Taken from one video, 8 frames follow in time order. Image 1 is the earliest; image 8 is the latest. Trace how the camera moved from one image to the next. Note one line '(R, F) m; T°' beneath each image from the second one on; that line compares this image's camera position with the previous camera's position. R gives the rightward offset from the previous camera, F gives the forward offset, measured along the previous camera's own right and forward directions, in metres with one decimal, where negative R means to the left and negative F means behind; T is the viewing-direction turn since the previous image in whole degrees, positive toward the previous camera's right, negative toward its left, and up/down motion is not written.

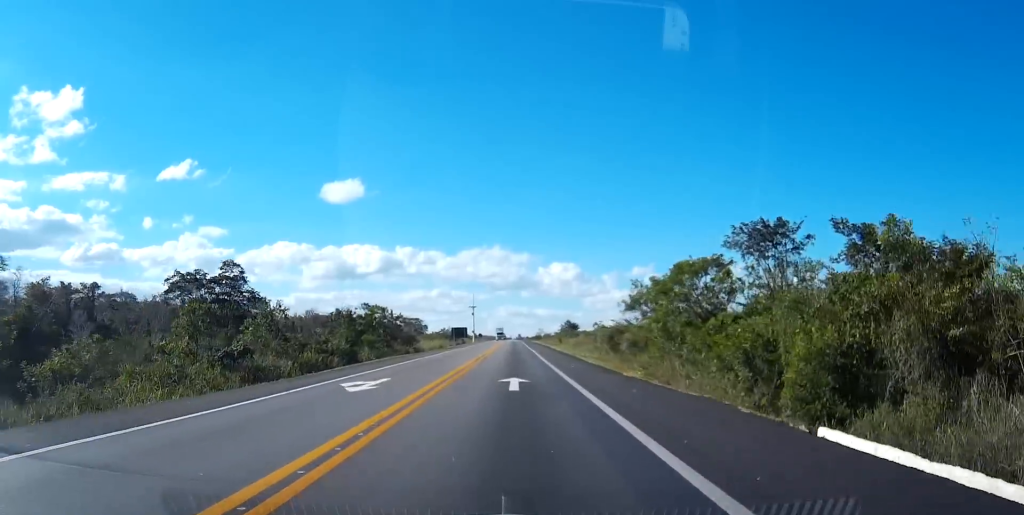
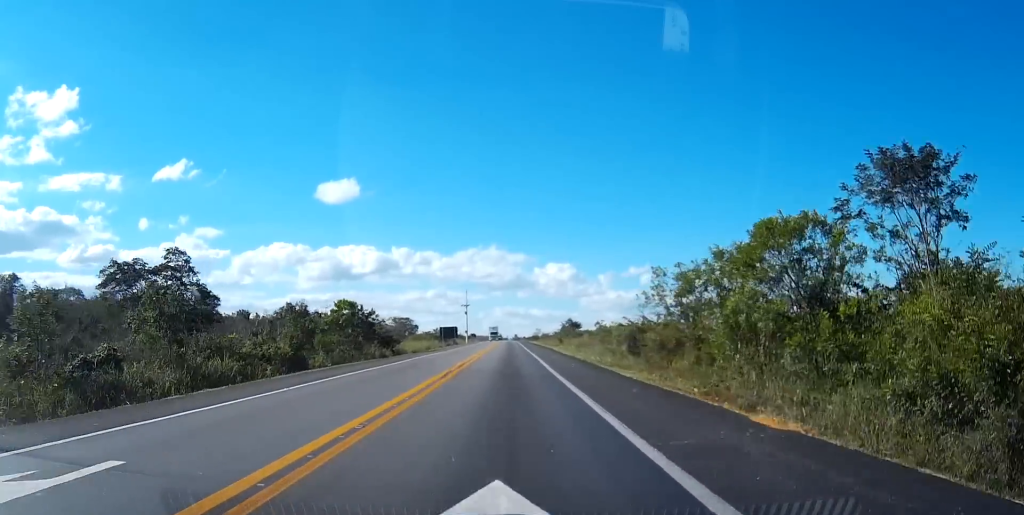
(0.0, +15.3) m; 0°
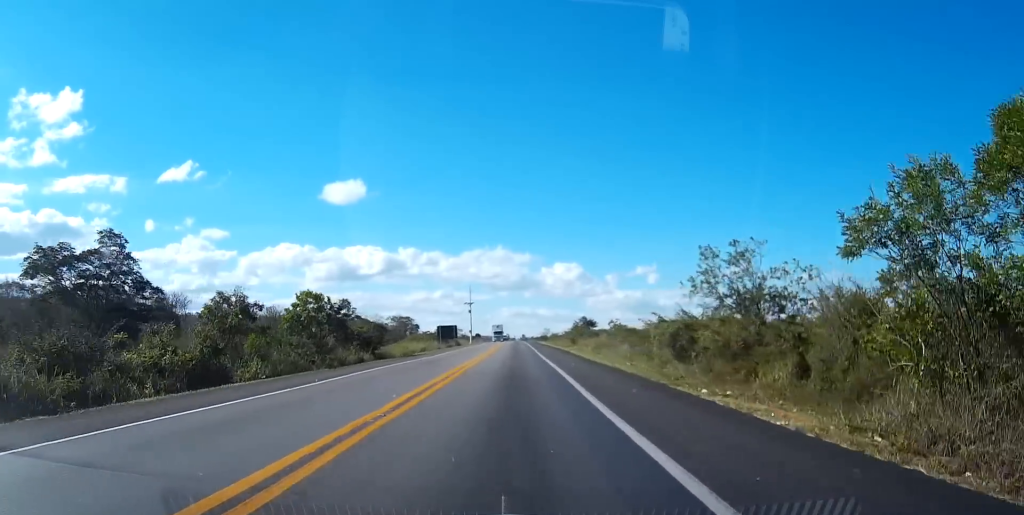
(0.0, +15.6) m; 0°
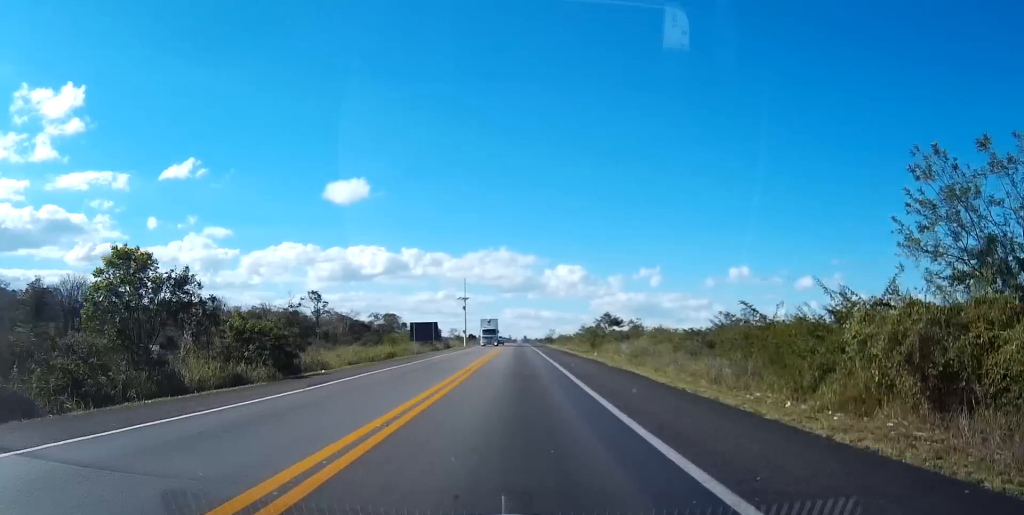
(-0.1, +30.6) m; 0°
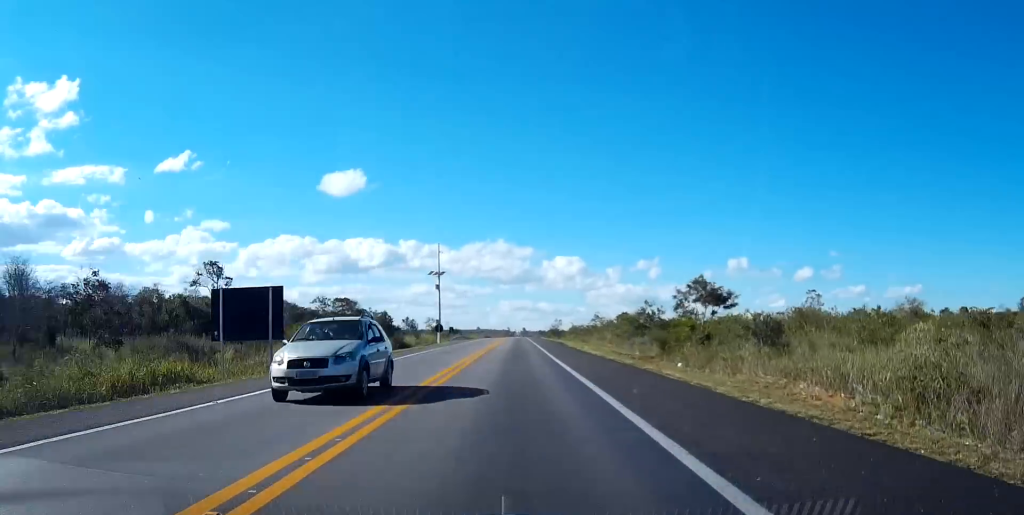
(+0.3, +52.8) m; 0°
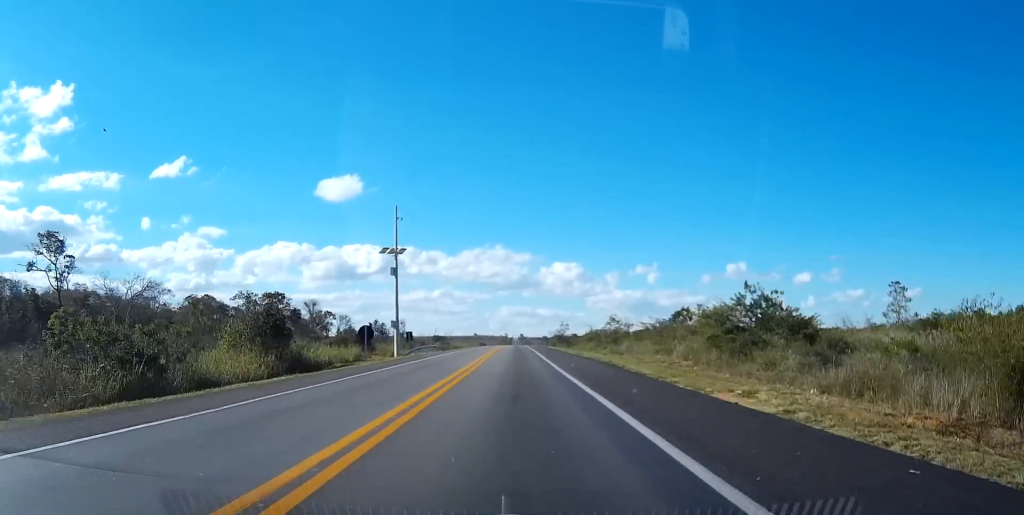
(-0.1, +41.2) m; 0°
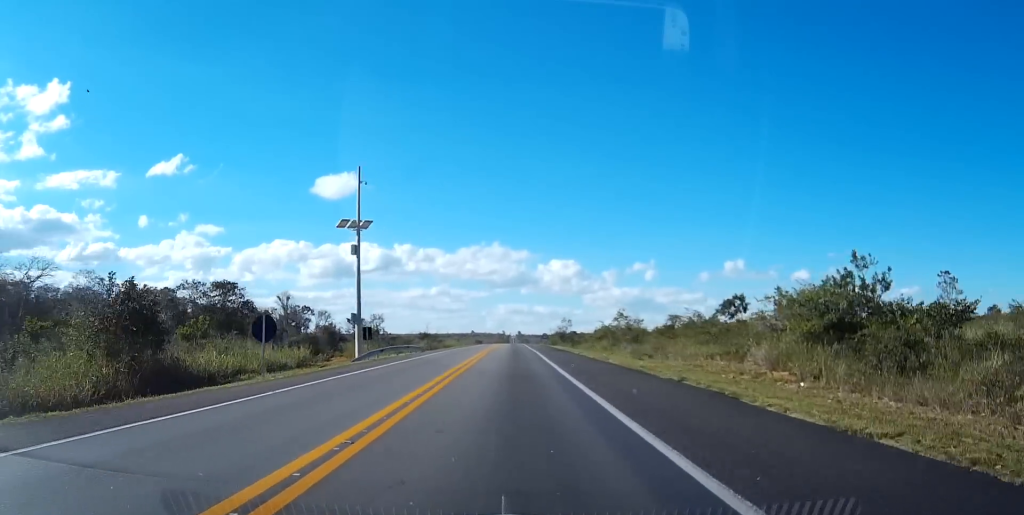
(0.0, +18.0) m; 0°
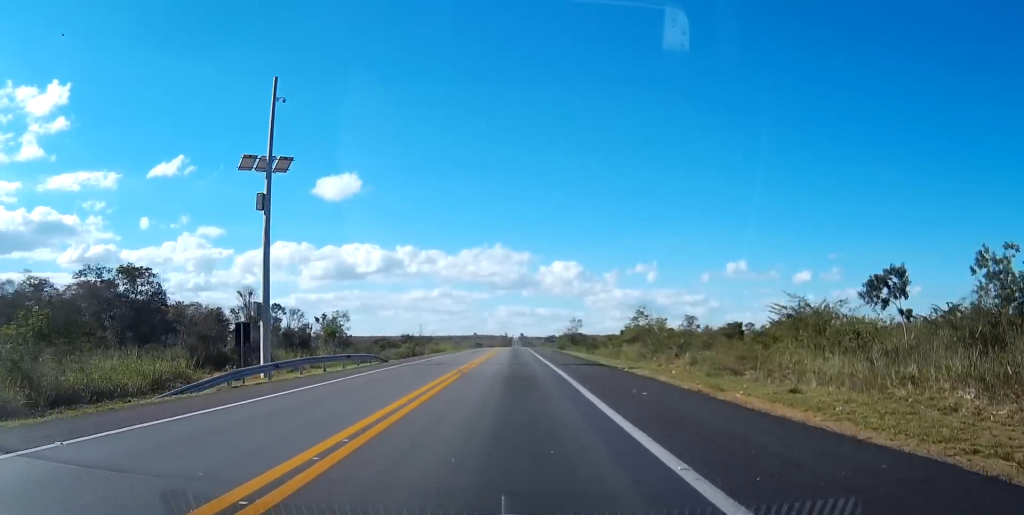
(0.0, +23.3) m; 0°
